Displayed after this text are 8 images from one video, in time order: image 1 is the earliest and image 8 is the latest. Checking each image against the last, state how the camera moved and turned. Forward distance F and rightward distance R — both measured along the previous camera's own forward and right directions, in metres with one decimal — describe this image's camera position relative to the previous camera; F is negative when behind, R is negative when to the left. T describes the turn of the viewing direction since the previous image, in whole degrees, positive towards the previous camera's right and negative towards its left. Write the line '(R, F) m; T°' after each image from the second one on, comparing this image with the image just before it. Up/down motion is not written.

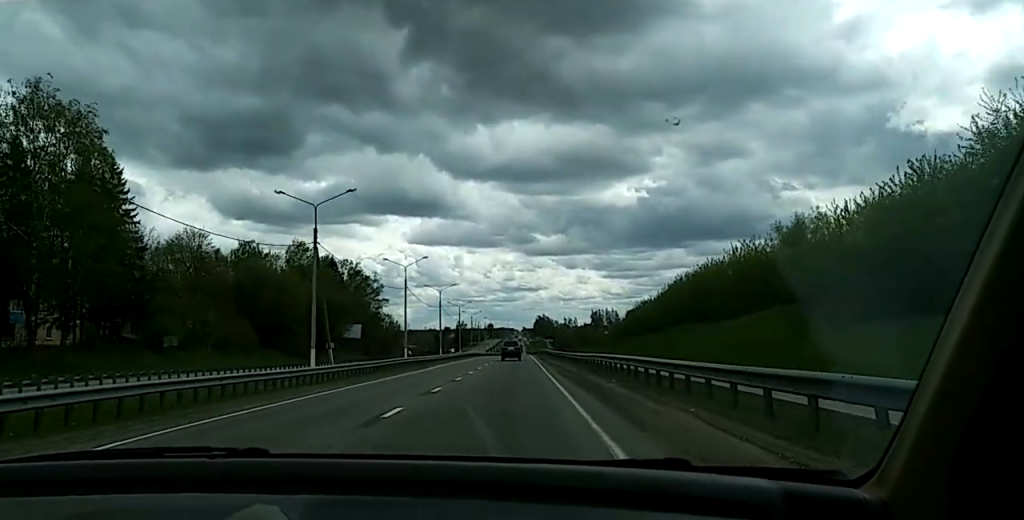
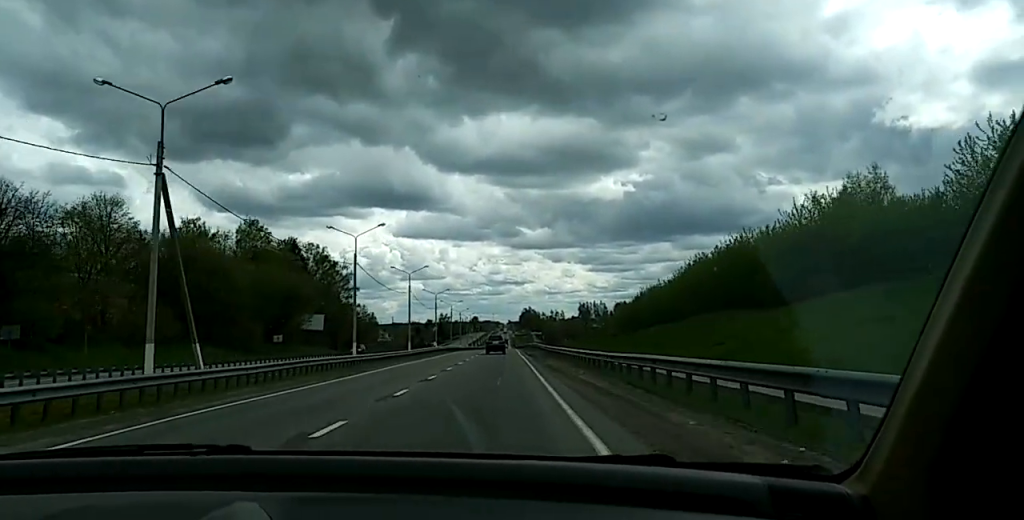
(+0.1, +27.2) m; 0°
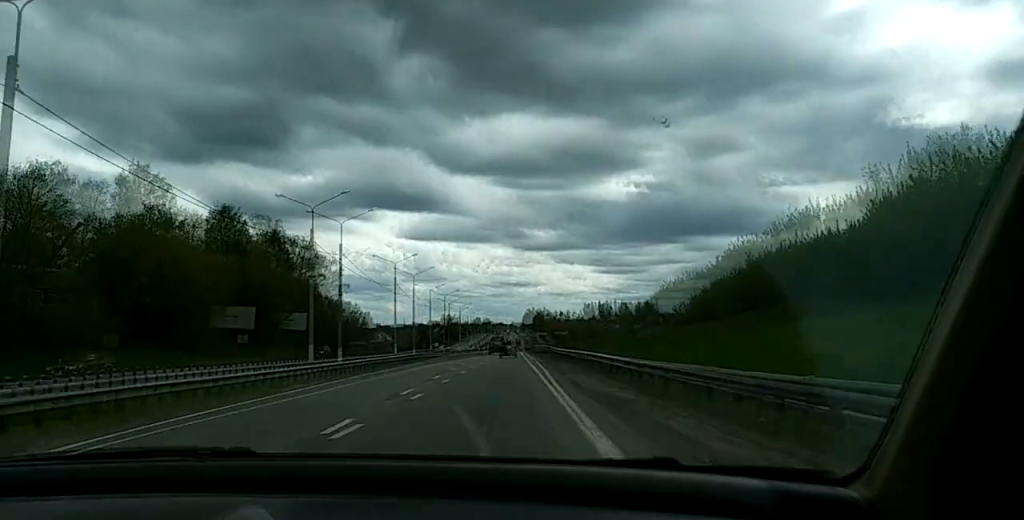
(0.0, +21.6) m; 0°
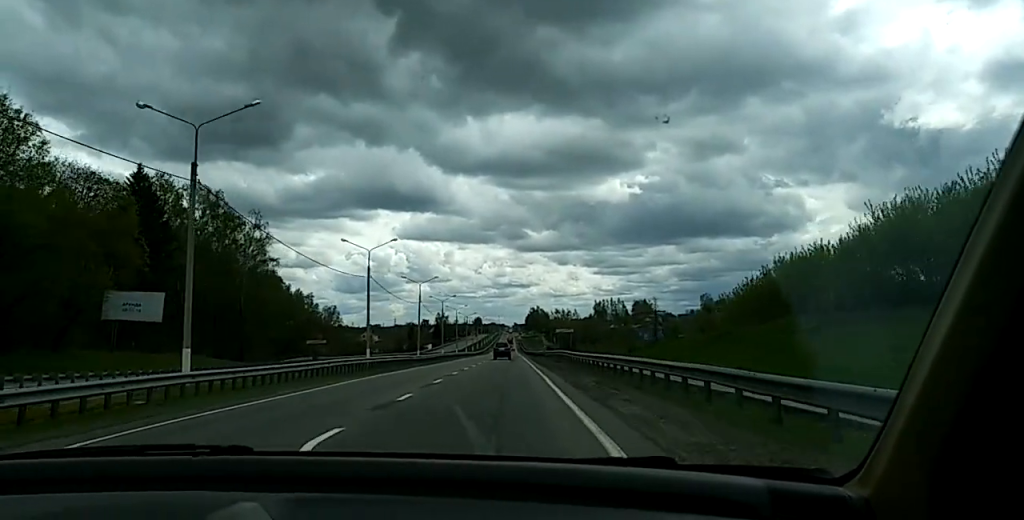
(0.0, +28.4) m; 0°
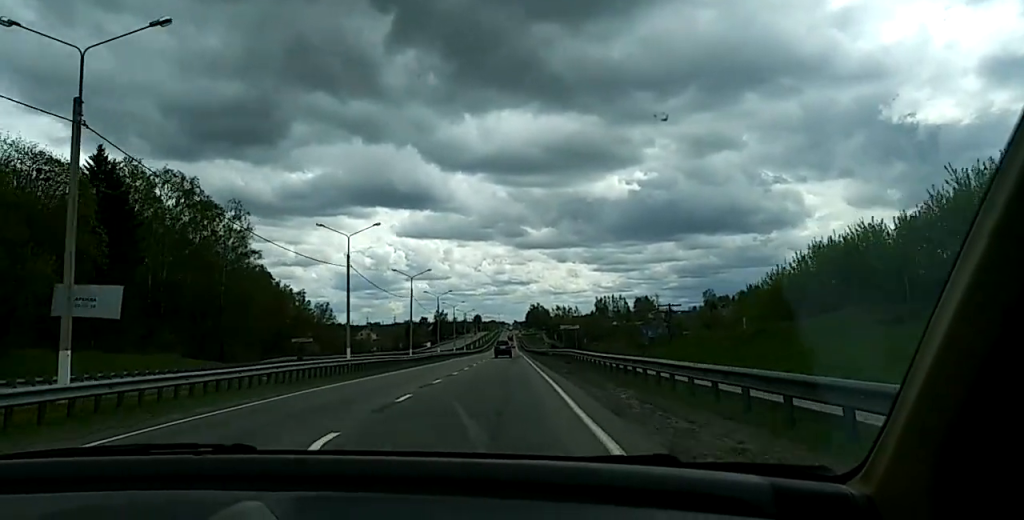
(0.0, +7.9) m; 0°
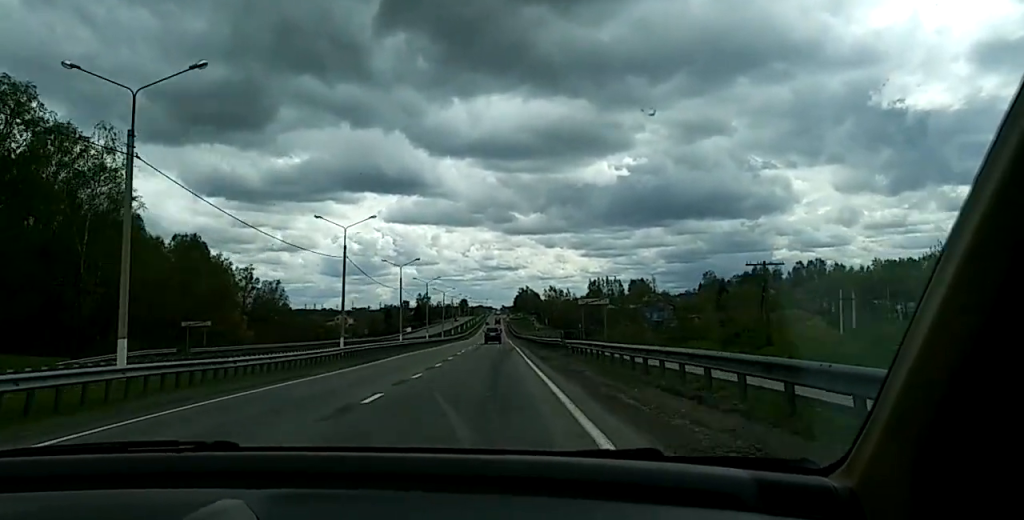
(-0.2, +33.7) m; 0°
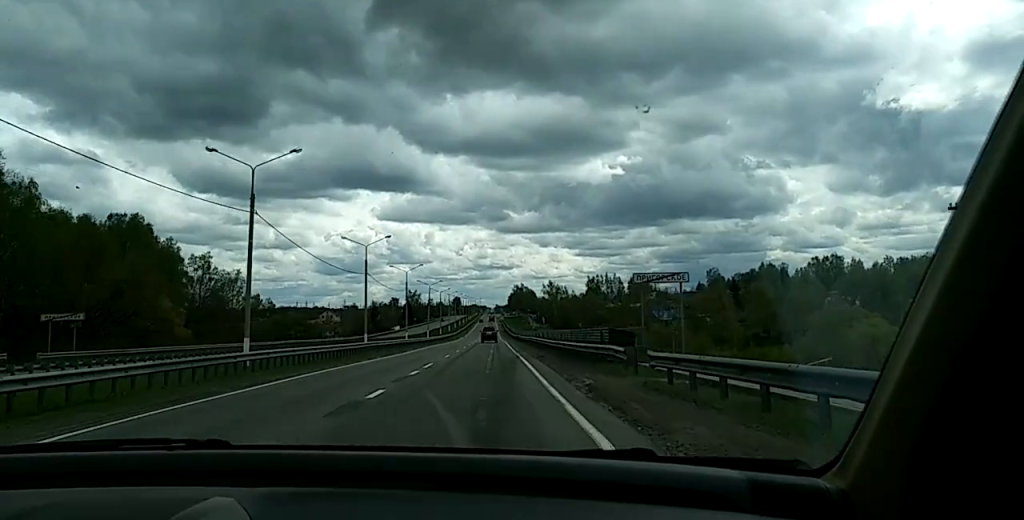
(+0.1, +25.4) m; 0°
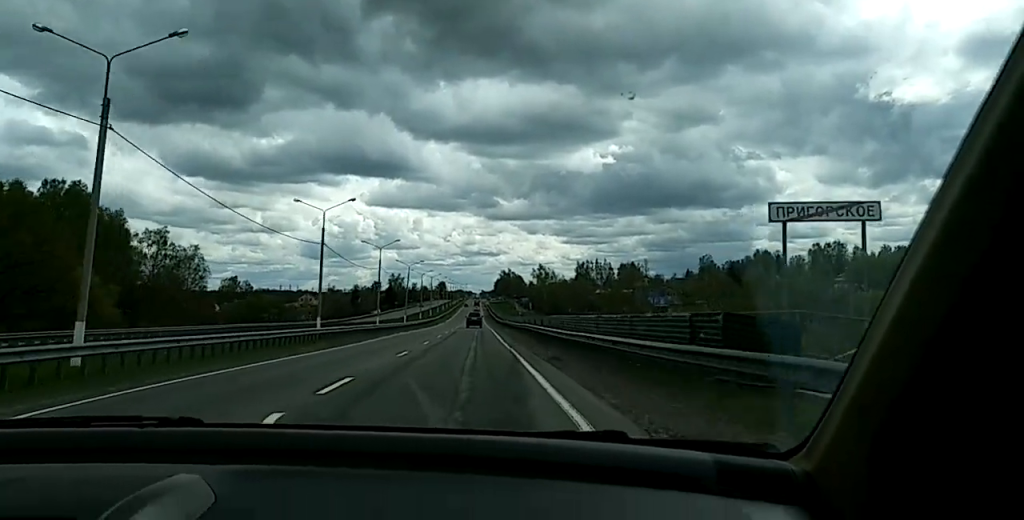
(-0.1, +17.1) m; 0°
